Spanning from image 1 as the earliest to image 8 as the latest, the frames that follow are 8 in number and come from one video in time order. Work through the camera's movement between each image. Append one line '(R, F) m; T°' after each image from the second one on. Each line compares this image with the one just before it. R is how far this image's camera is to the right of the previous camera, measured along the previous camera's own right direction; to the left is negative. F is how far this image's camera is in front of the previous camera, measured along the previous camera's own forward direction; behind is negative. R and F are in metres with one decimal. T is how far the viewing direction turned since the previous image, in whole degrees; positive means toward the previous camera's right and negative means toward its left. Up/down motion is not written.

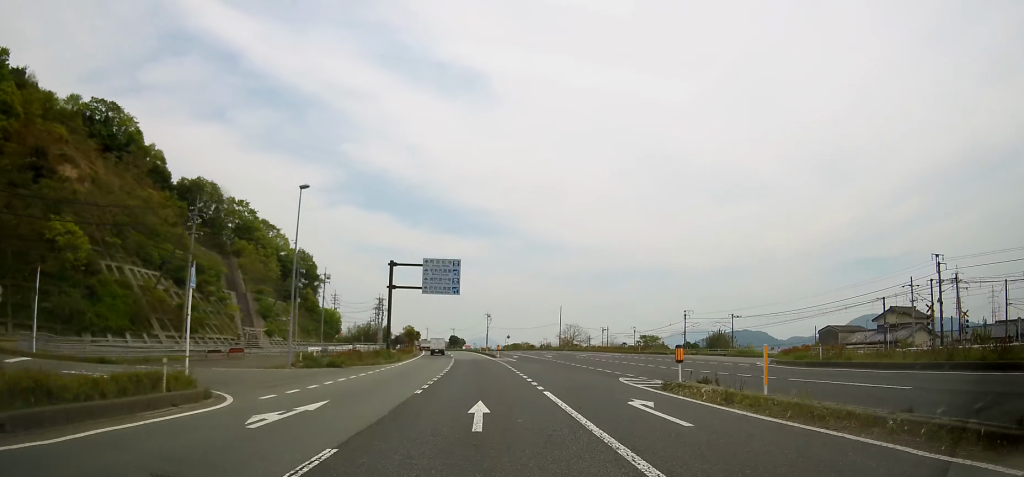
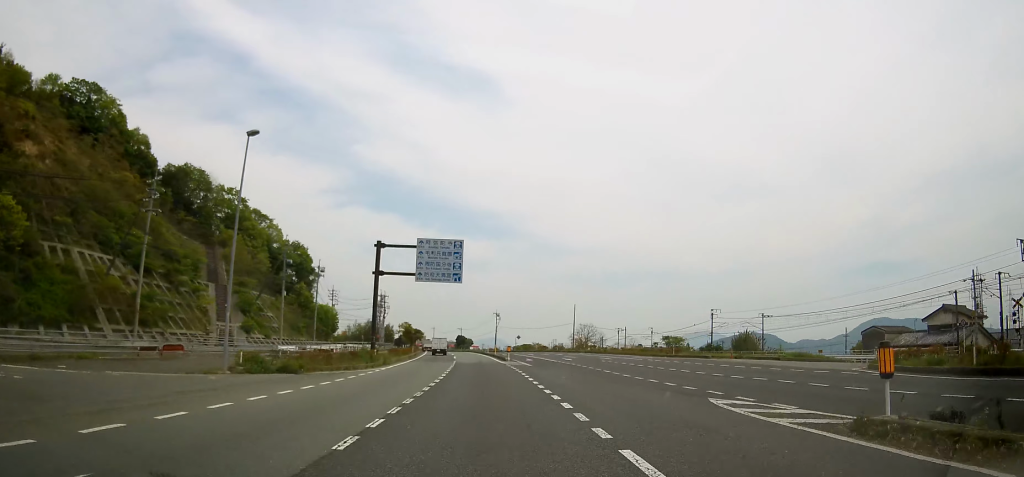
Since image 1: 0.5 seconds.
(0.0, +9.0) m; -1°
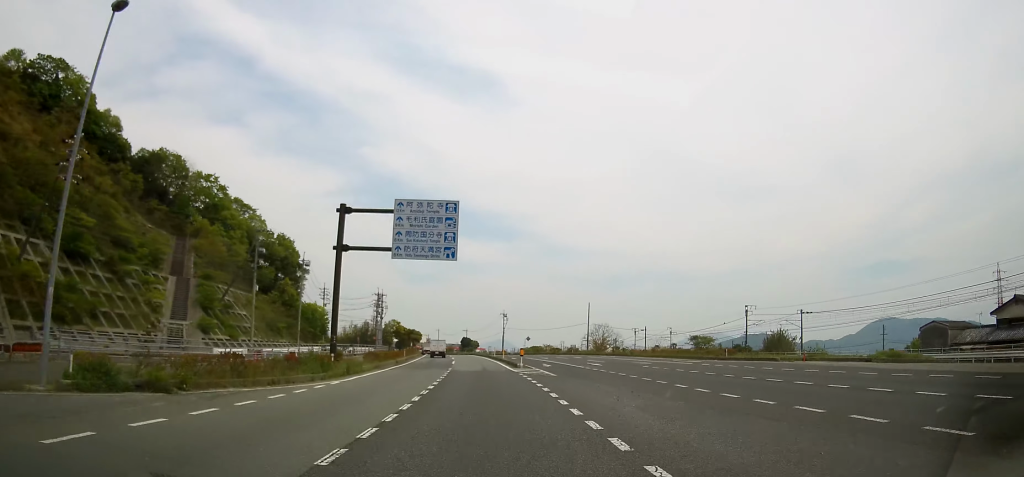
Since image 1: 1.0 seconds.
(-0.1, +10.9) m; -1°
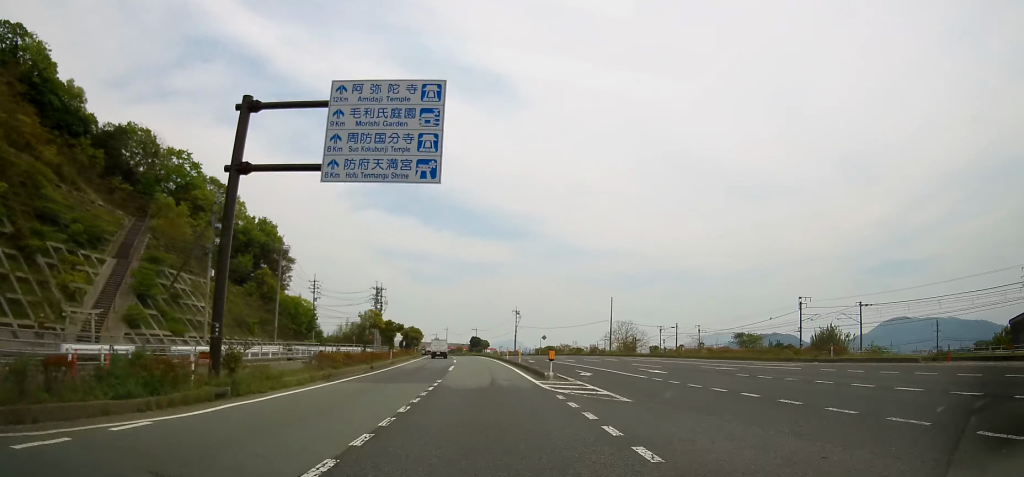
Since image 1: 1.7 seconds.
(-0.1, +12.8) m; -1°
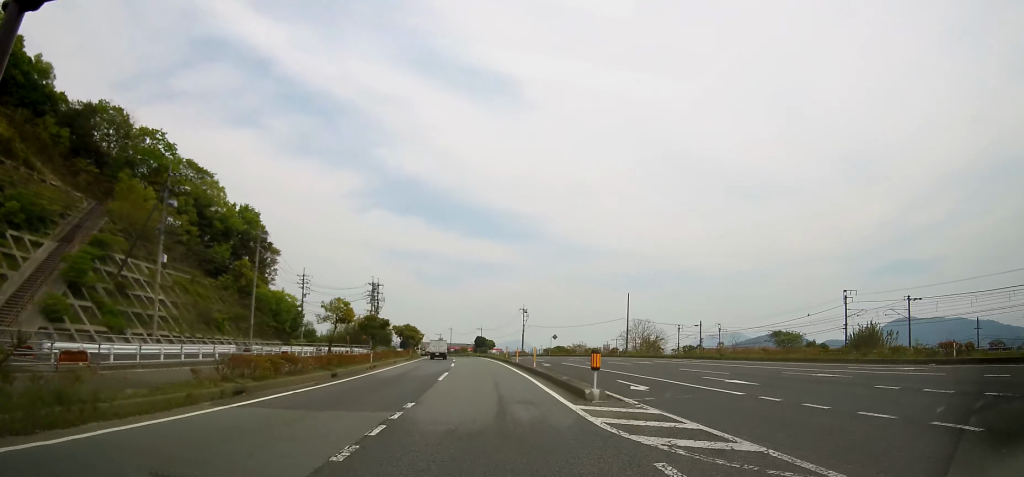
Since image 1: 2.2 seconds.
(-0.1, +8.9) m; -1°
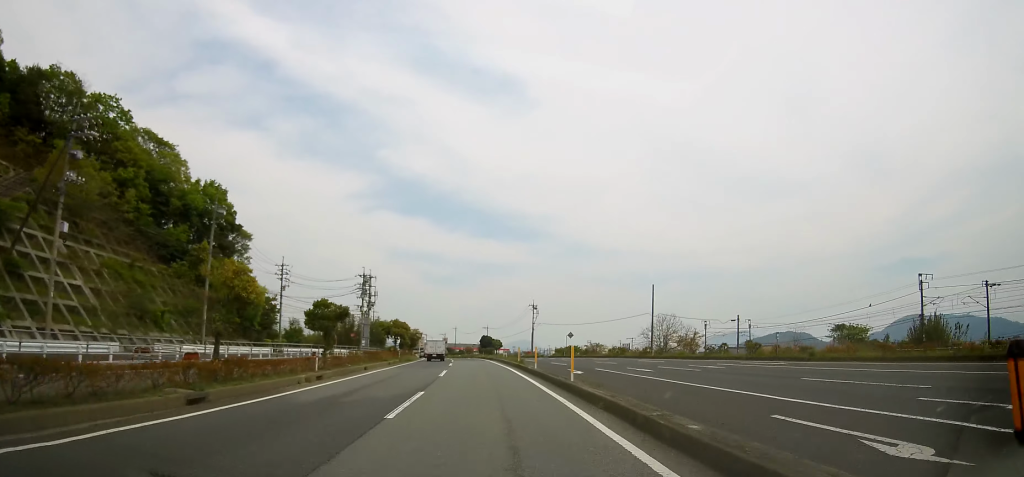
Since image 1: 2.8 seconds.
(-0.1, +12.1) m; -1°
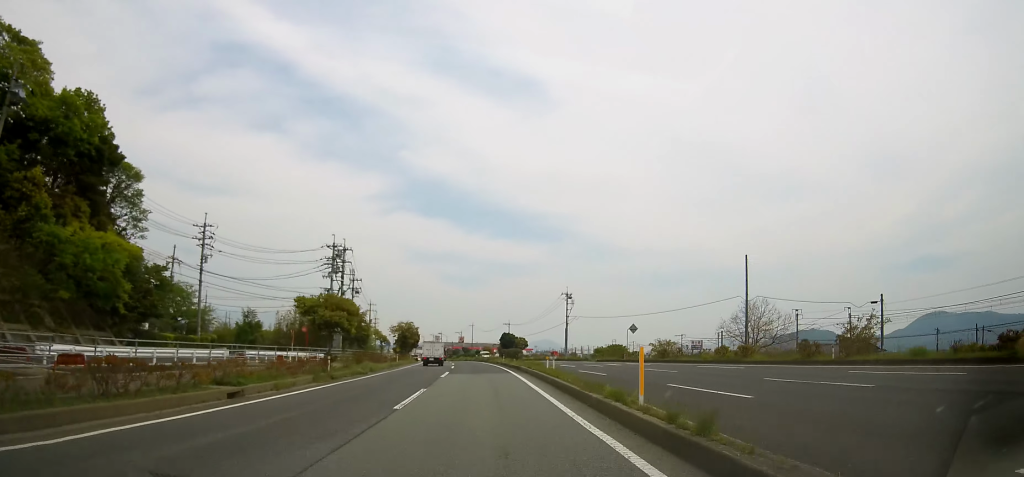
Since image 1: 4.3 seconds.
(-0.4, +28.1) m; -2°
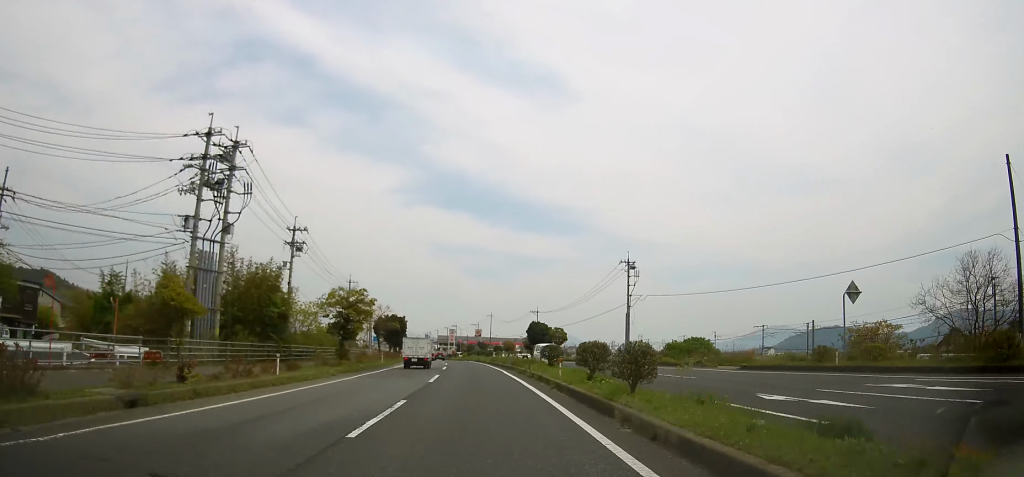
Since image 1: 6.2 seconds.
(-0.8, +34.5) m; -2°
